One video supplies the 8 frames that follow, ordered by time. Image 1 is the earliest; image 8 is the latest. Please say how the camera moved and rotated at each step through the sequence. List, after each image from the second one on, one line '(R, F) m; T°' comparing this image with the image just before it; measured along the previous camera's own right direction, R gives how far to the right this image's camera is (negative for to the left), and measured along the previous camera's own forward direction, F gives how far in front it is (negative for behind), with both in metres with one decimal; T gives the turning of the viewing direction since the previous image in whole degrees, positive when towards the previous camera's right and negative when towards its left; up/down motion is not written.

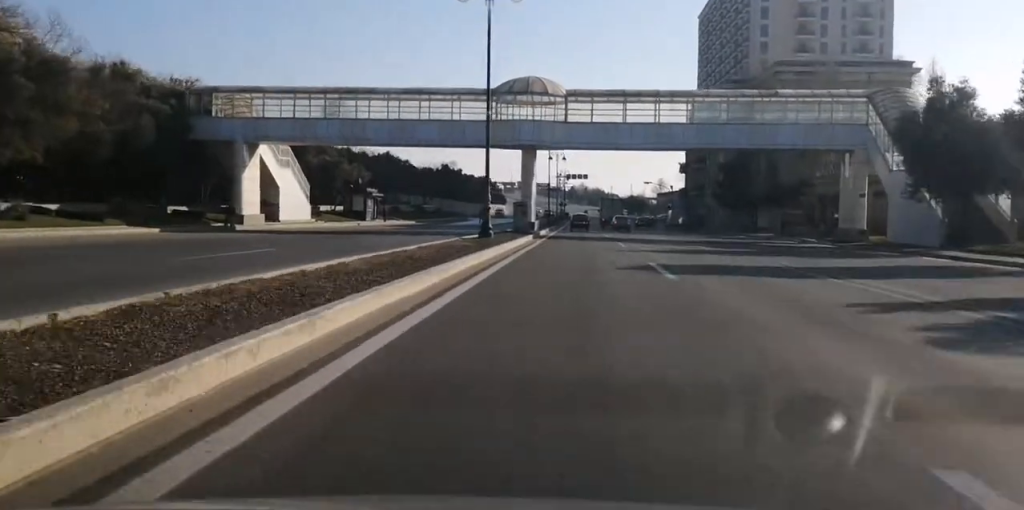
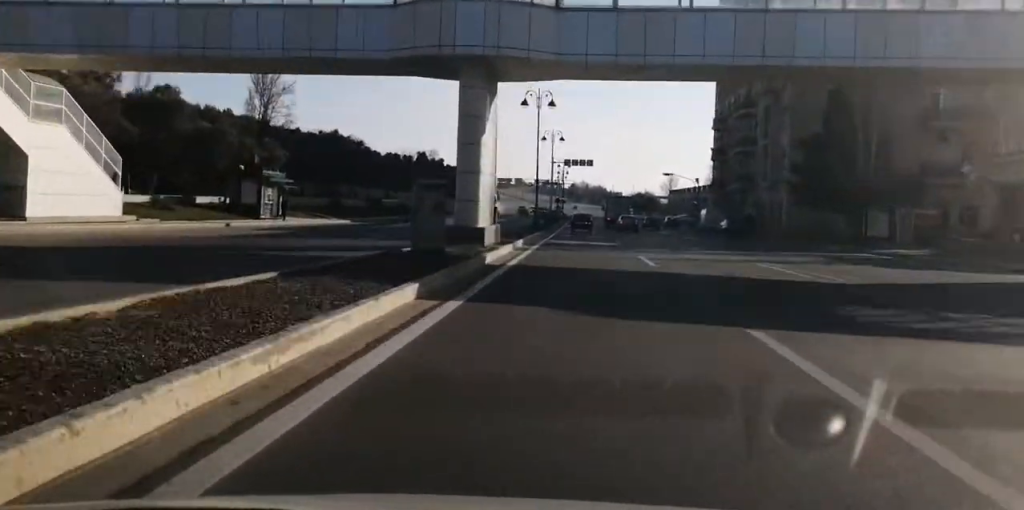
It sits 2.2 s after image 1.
(-0.2, +34.5) m; -1°
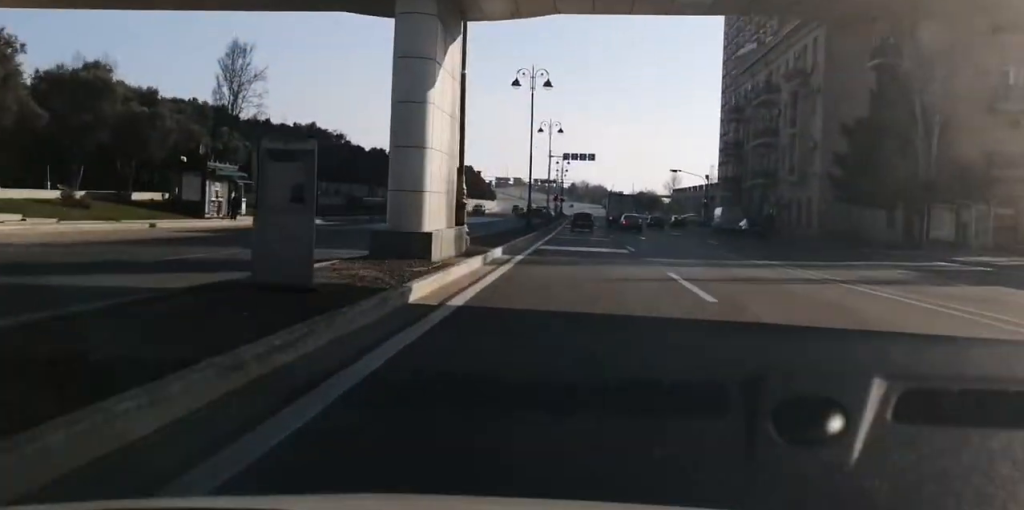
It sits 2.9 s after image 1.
(0.0, +10.5) m; 0°
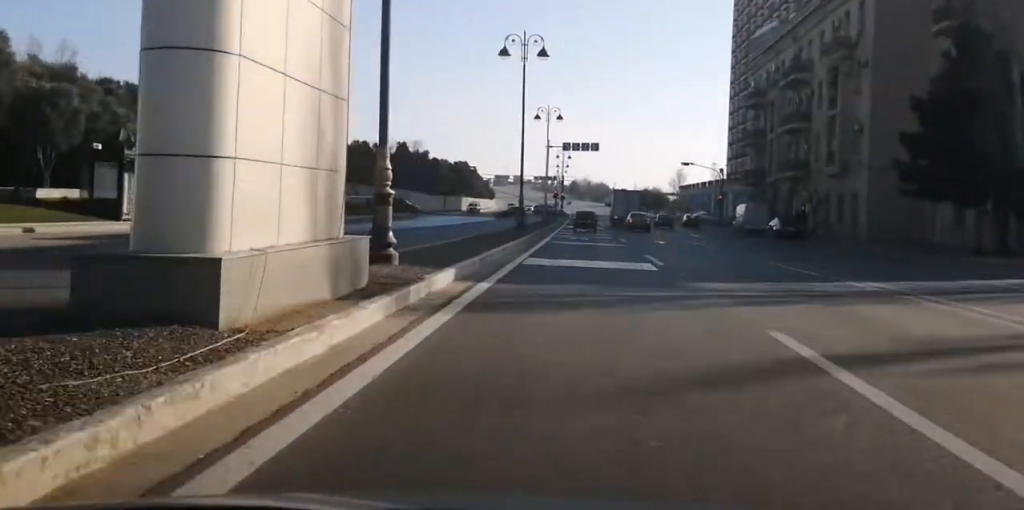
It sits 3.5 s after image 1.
(0.0, +9.5) m; 0°
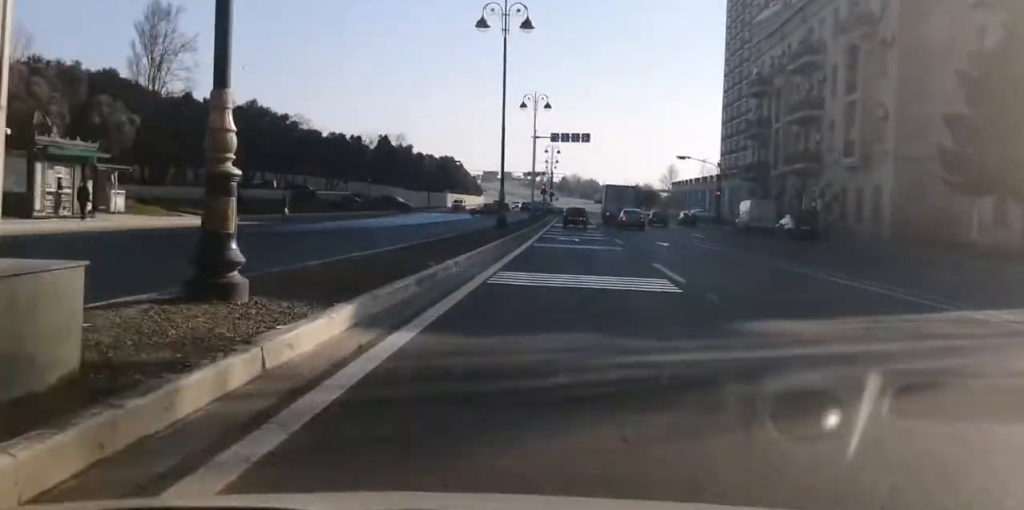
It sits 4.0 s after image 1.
(0.0, +6.9) m; 0°
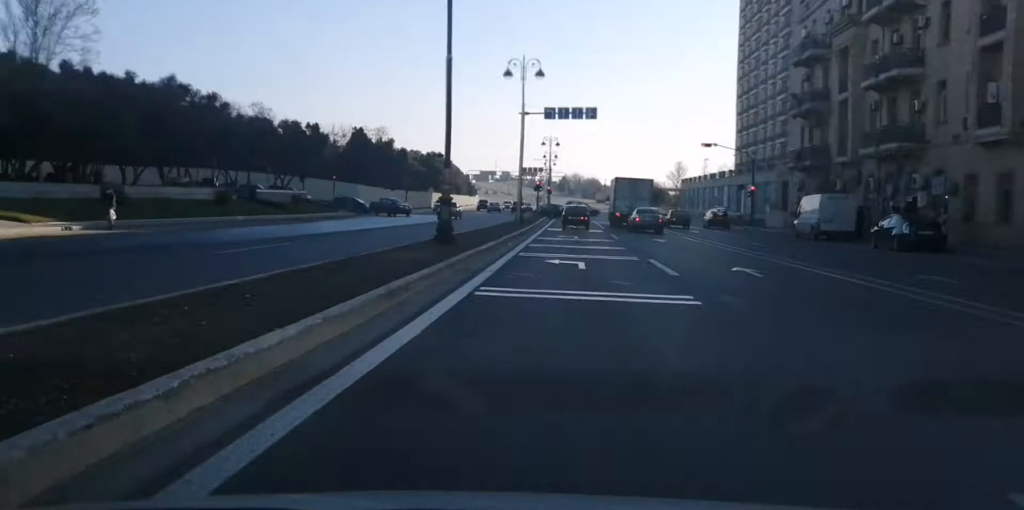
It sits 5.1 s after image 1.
(-0.1, +18.7) m; 0°
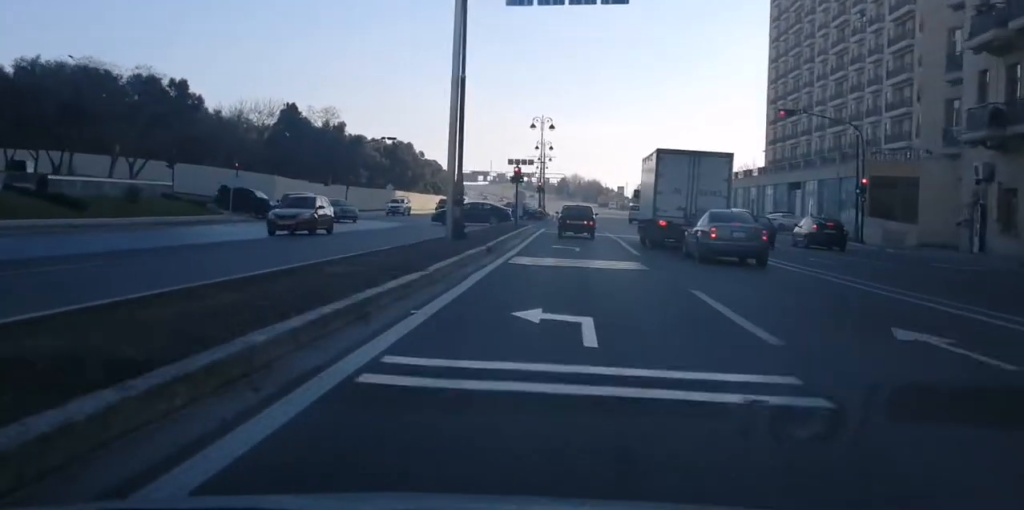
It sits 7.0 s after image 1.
(+0.4, +30.8) m; +1°
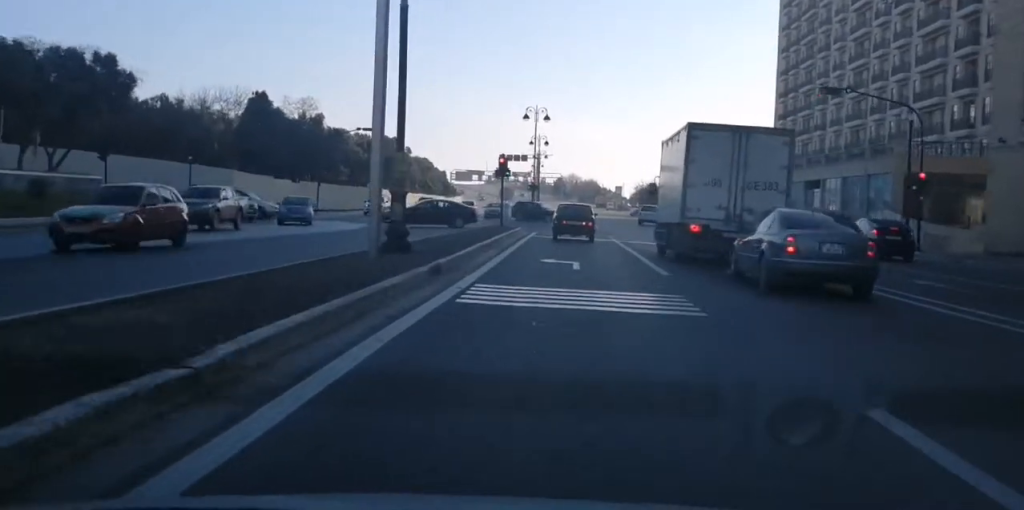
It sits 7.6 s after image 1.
(-0.1, +9.0) m; 0°
